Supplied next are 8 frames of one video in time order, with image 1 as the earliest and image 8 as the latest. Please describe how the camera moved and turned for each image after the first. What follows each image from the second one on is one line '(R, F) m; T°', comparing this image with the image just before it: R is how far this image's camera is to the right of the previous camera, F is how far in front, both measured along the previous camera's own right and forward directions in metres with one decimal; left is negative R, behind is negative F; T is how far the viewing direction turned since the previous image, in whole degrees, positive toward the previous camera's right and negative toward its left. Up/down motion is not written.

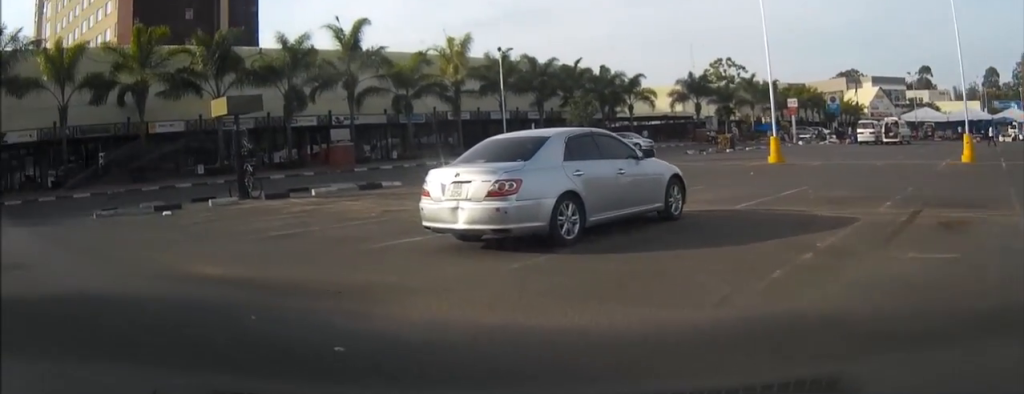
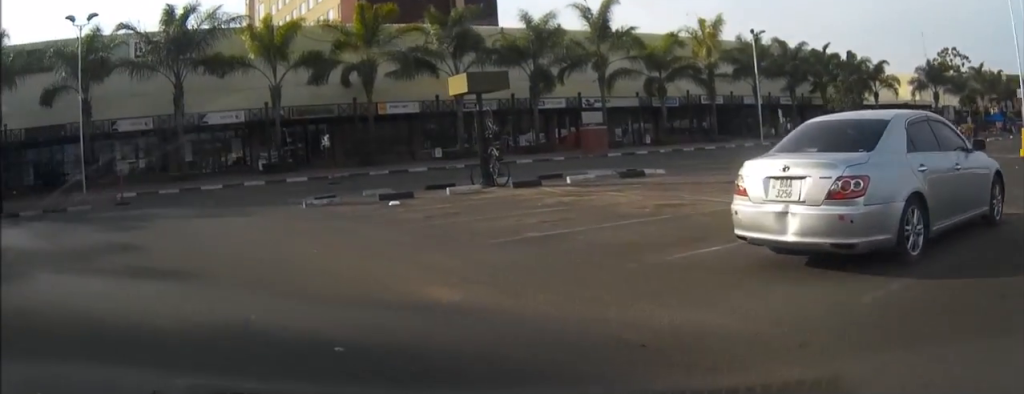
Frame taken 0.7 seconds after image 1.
(-0.3, +2.2) m; -18°
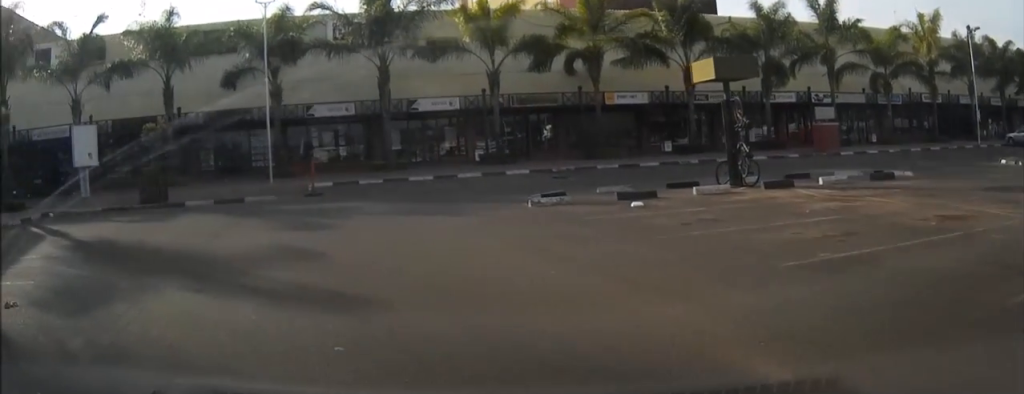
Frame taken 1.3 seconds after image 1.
(-0.4, +2.1) m; -15°
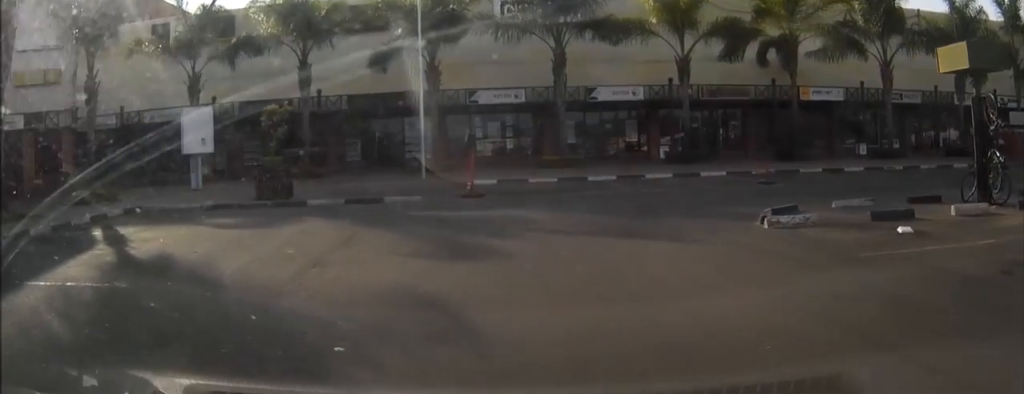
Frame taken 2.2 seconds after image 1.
(-0.7, +3.5) m; -12°
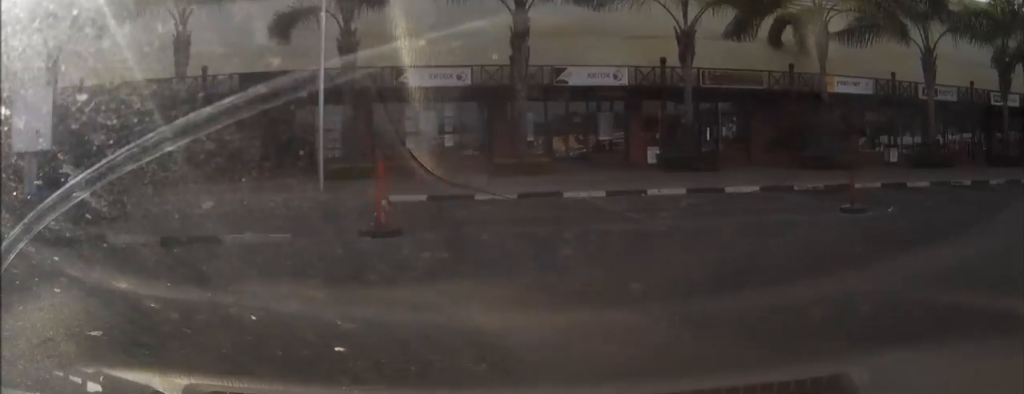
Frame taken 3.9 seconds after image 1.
(+0.2, +7.3) m; +11°
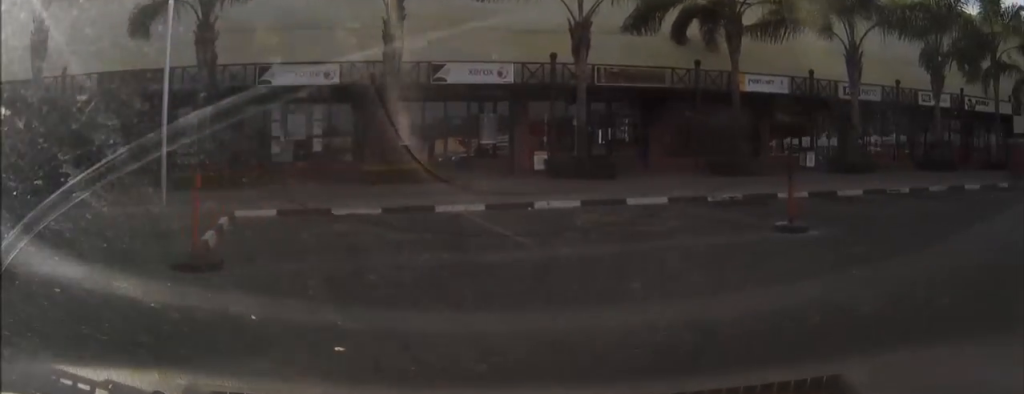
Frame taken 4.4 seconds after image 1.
(+0.1, +2.4) m; +8°
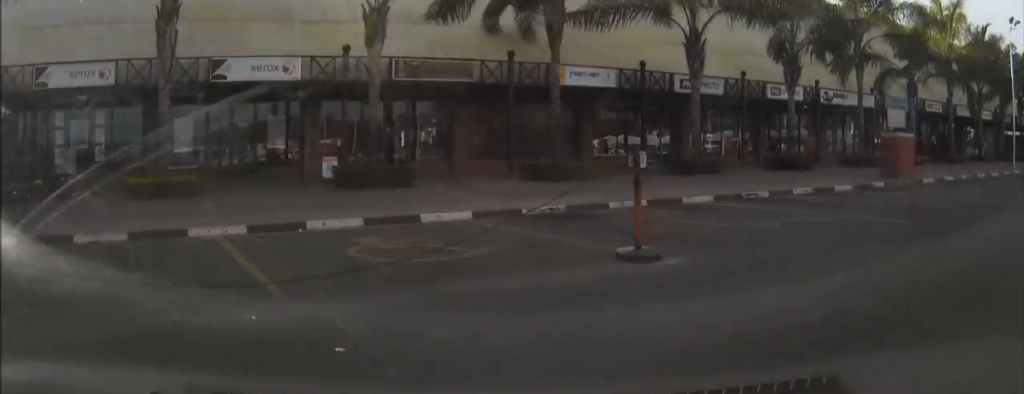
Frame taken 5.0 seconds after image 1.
(+0.3, +2.7) m; +11°
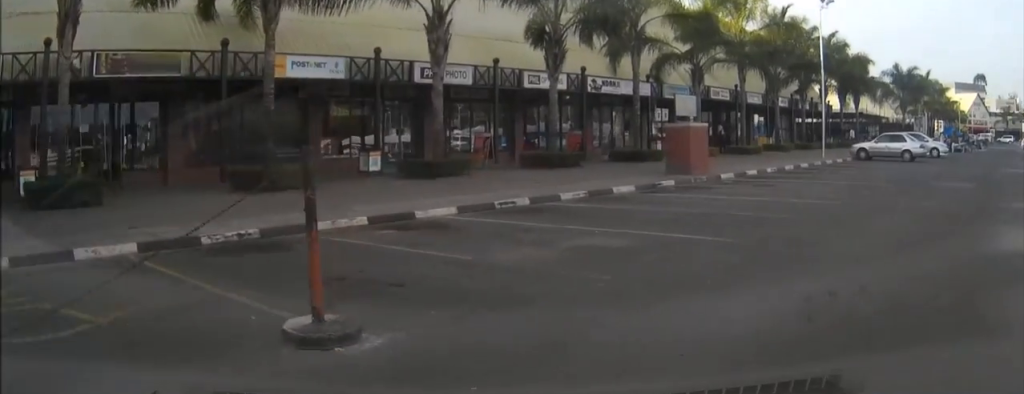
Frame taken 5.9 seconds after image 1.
(+0.4, +3.4) m; +16°
